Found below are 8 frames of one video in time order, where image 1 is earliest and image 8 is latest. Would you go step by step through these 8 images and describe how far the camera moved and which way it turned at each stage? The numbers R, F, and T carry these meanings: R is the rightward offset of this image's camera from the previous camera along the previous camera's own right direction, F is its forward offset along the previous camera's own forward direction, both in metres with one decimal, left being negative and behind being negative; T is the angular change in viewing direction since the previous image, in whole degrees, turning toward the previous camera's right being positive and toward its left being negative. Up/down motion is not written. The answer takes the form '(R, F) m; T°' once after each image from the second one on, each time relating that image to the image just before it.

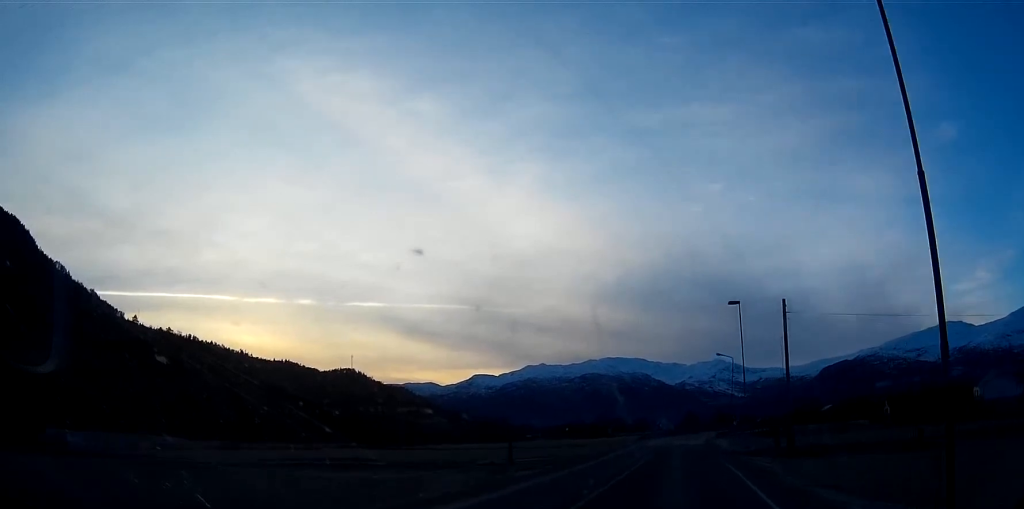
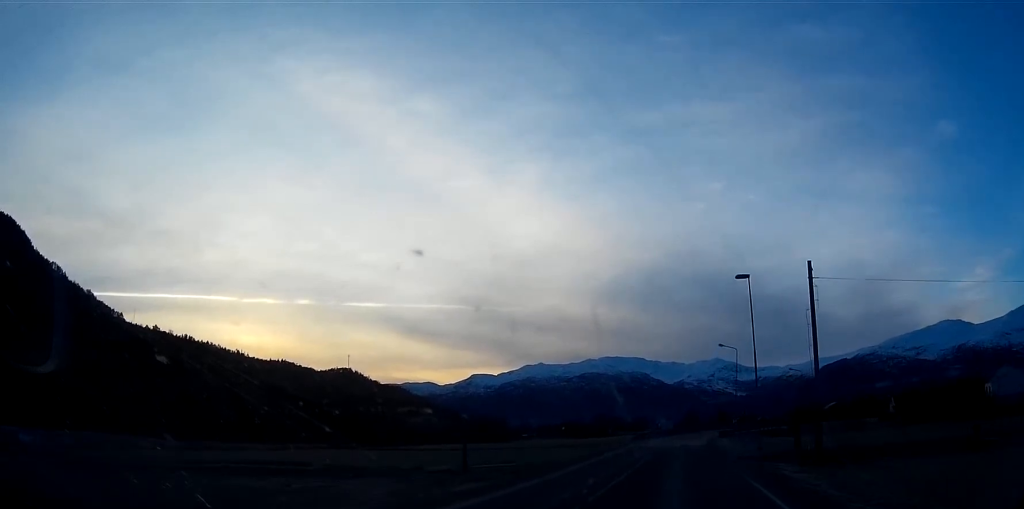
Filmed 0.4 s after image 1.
(0.0, +8.7) m; 0°
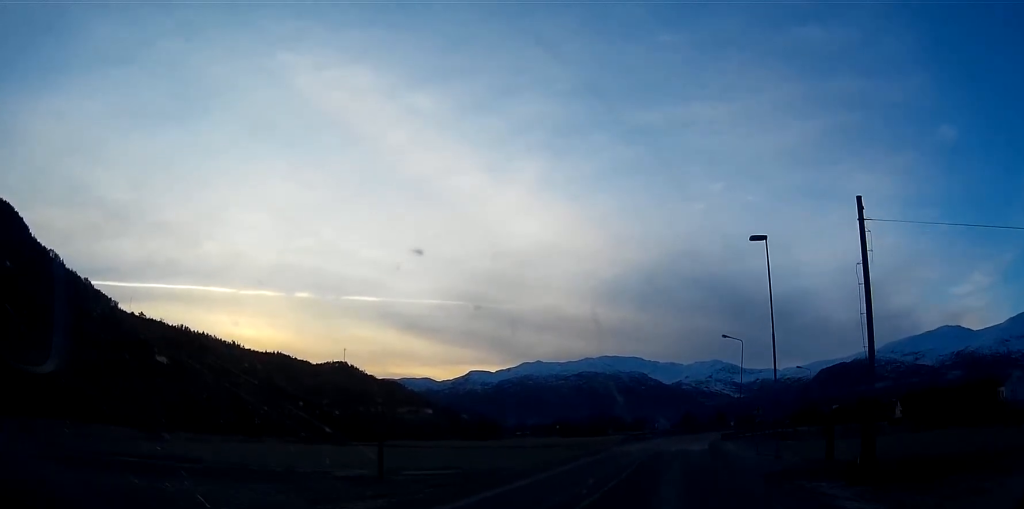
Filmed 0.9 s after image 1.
(-0.1, +9.1) m; 0°
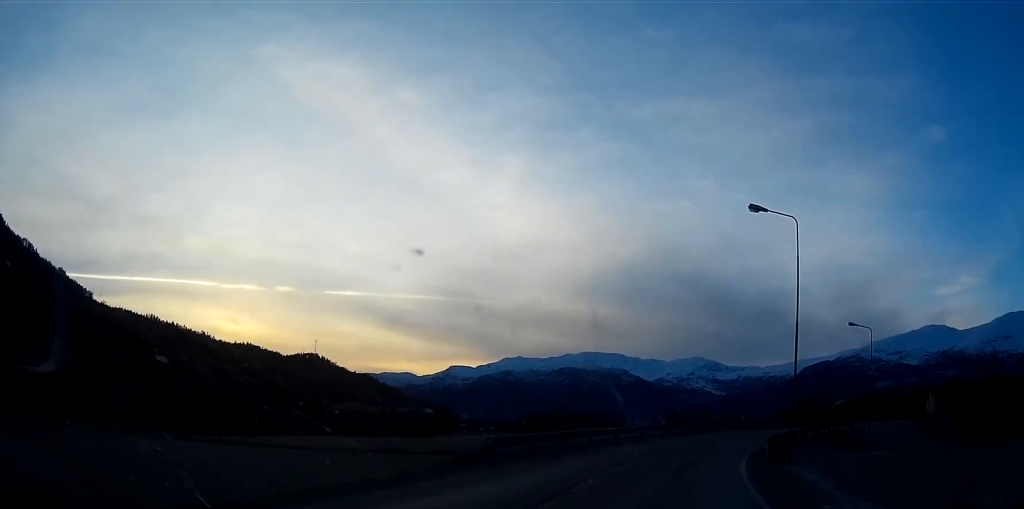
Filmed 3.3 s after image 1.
(+0.2, +43.1) m; +2°
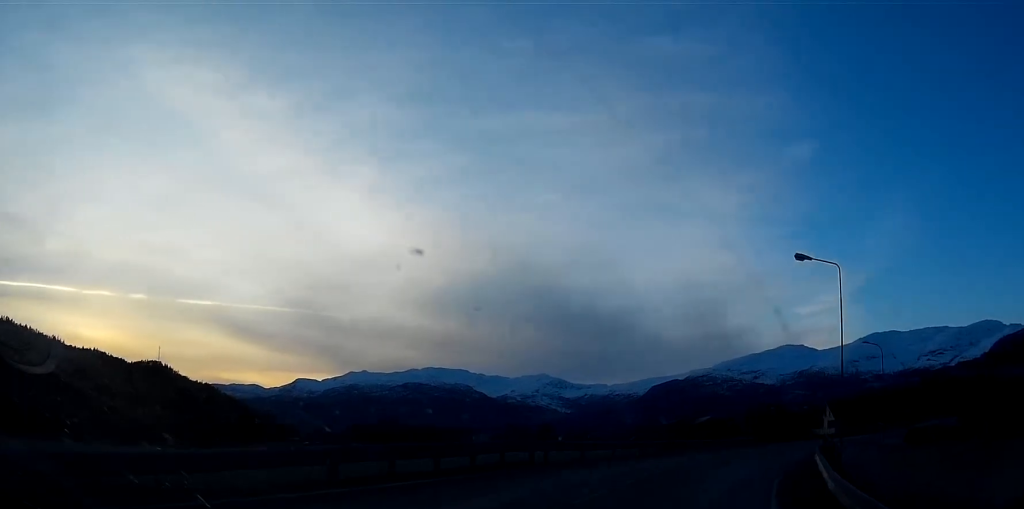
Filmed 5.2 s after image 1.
(+1.7, +32.0) m; +8°
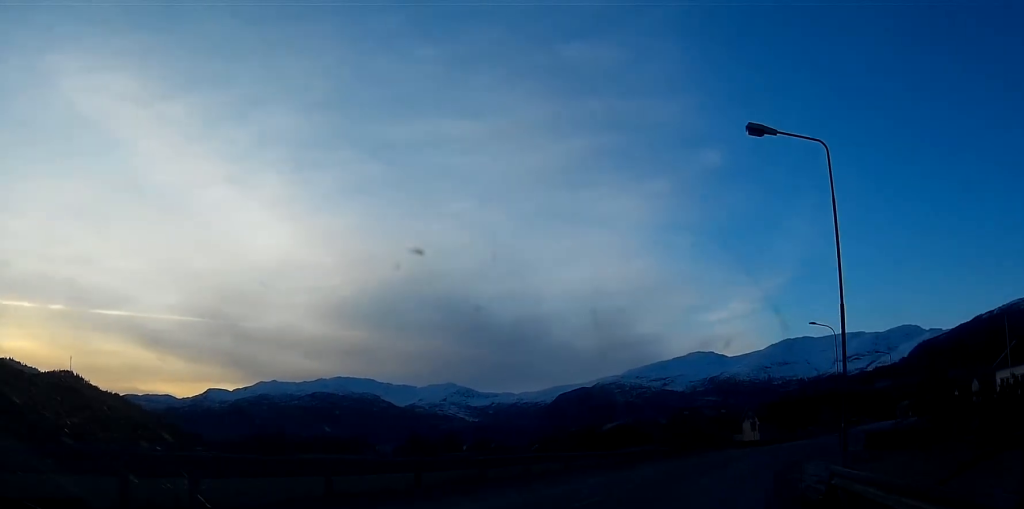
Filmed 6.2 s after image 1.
(+1.0, +15.3) m; +7°
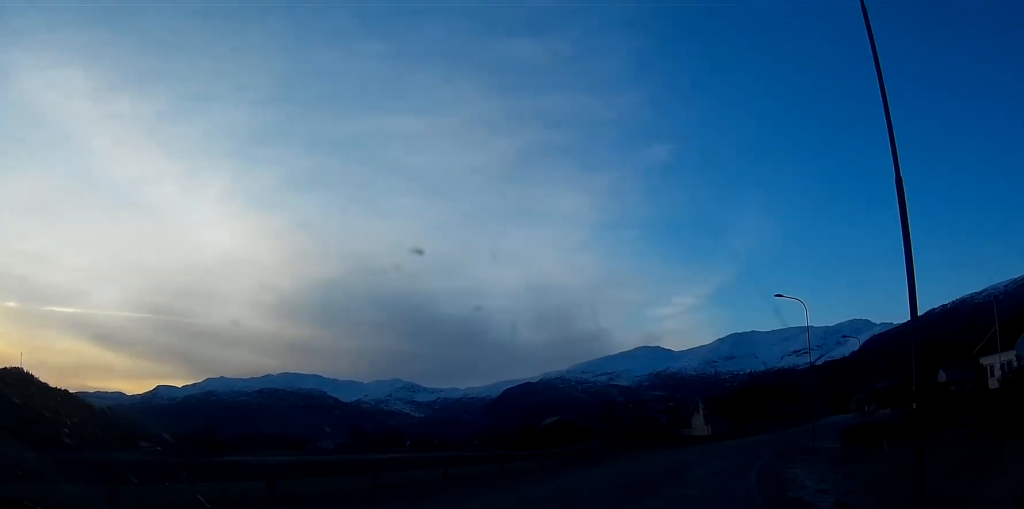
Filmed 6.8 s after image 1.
(+0.5, +9.0) m; +3°
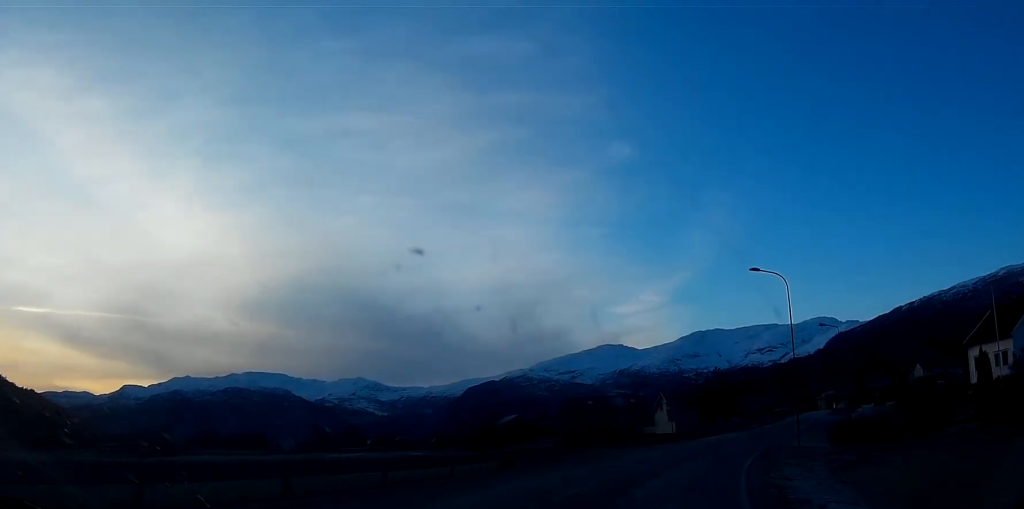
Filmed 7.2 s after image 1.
(+0.1, +6.9) m; +2°
